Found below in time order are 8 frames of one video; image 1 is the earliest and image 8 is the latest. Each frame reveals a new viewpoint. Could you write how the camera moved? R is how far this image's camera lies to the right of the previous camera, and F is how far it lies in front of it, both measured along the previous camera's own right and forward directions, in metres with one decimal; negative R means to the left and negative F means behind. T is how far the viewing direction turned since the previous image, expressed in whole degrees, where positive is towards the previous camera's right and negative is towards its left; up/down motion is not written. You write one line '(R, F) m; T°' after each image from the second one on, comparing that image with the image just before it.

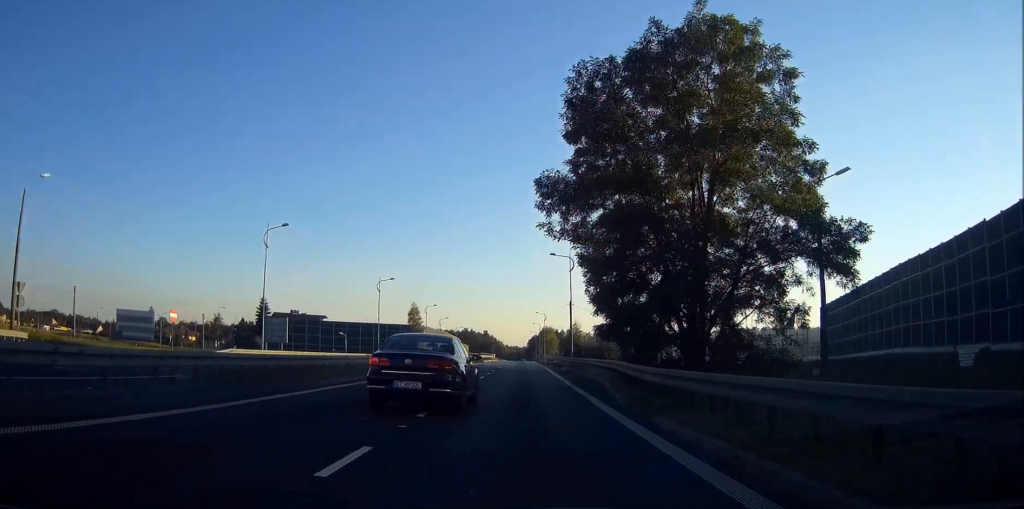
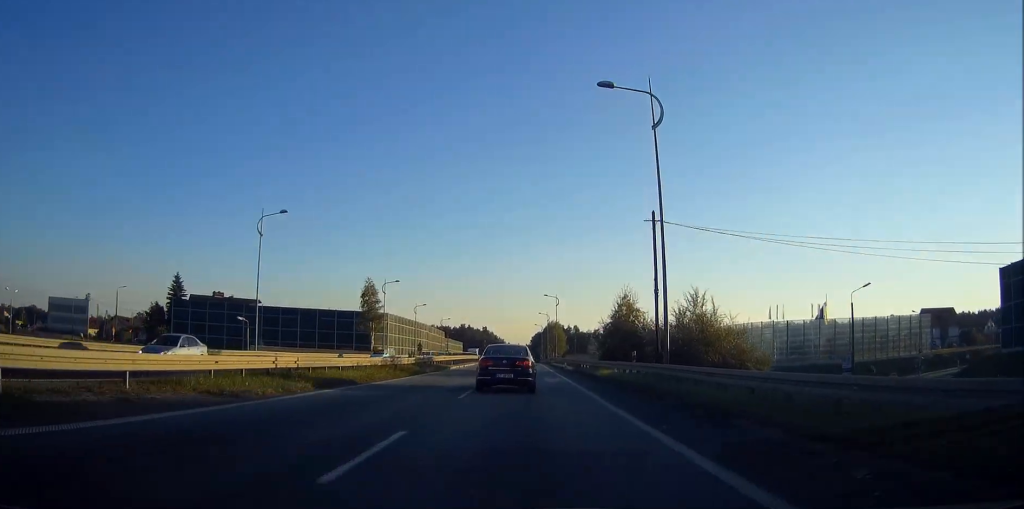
(0.0, +46.5) m; 0°
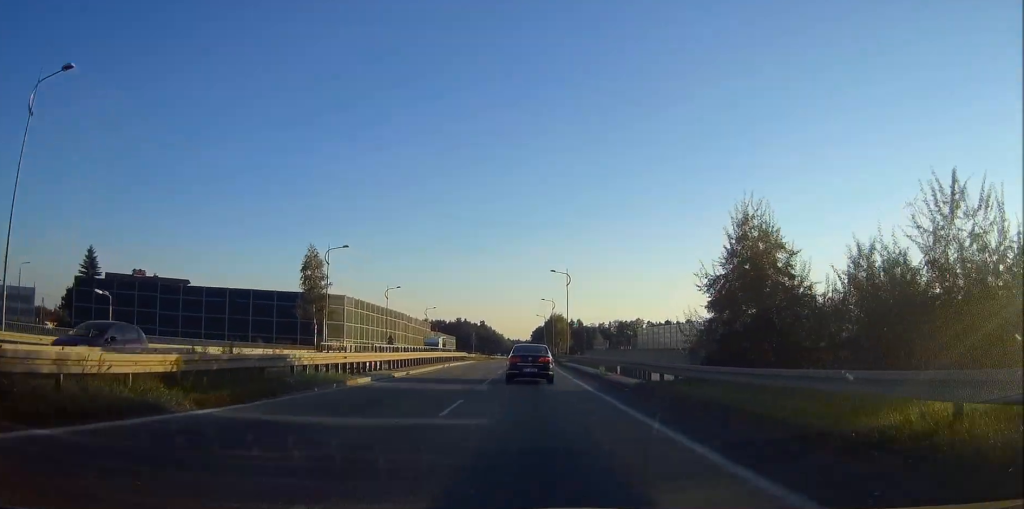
(+0.1, +29.4) m; 0°
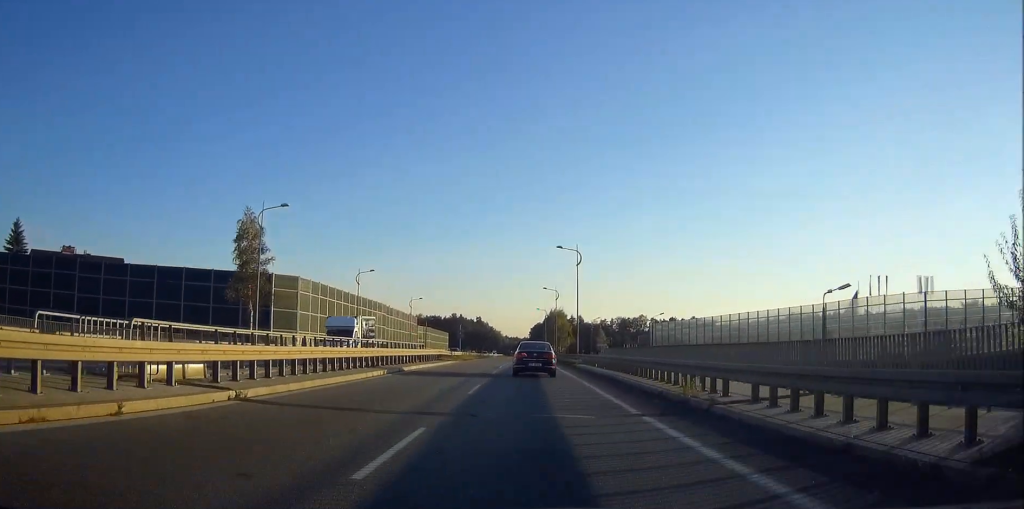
(+0.1, +18.6) m; 0°
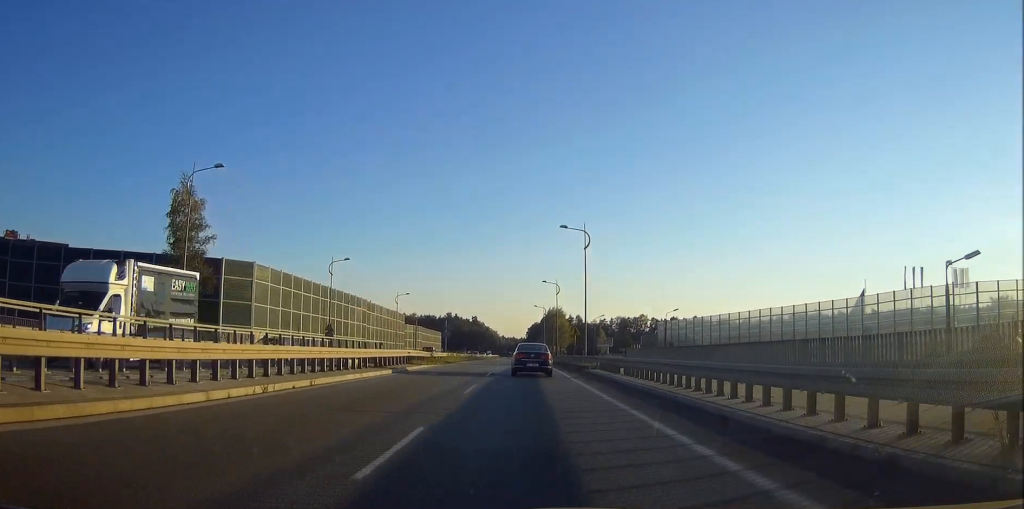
(0.0, +11.9) m; 0°
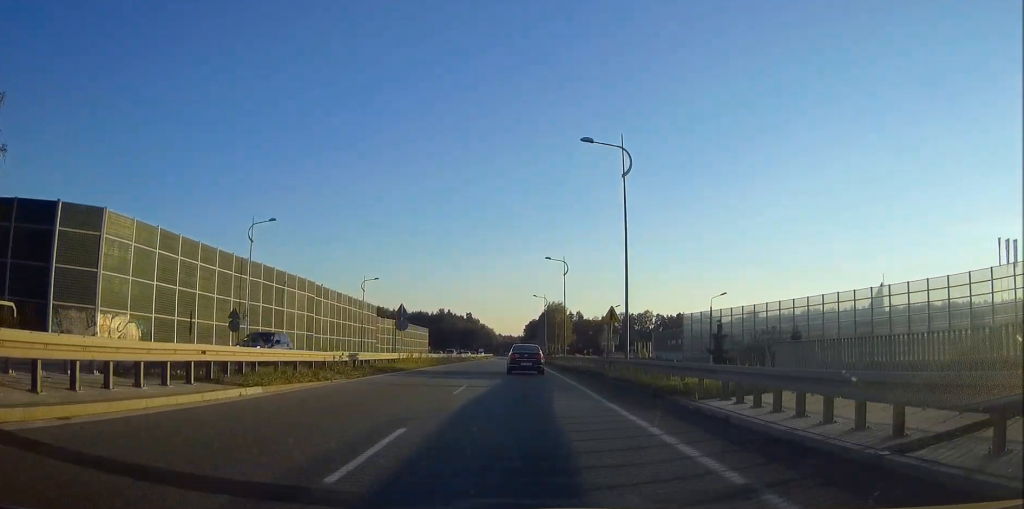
(0.0, +24.0) m; 0°
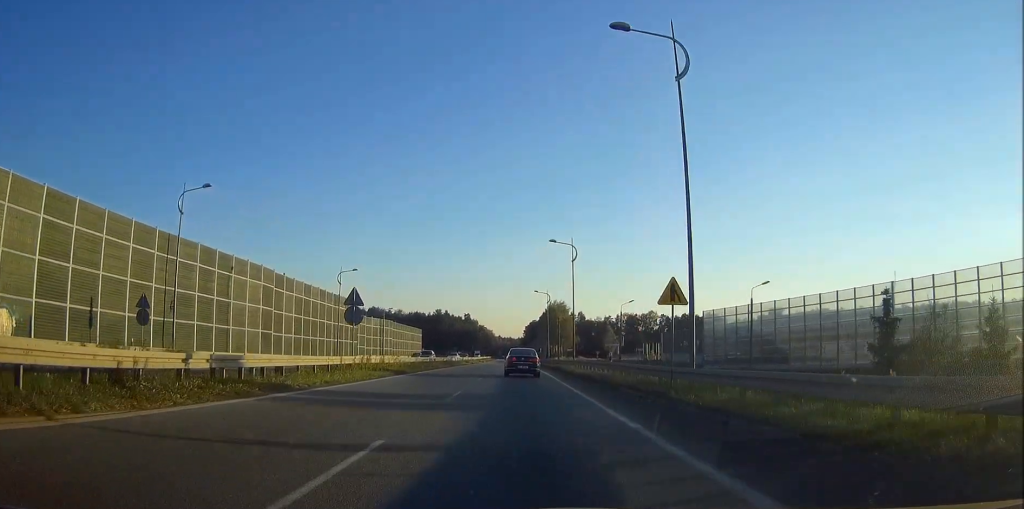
(0.0, +12.9) m; 0°
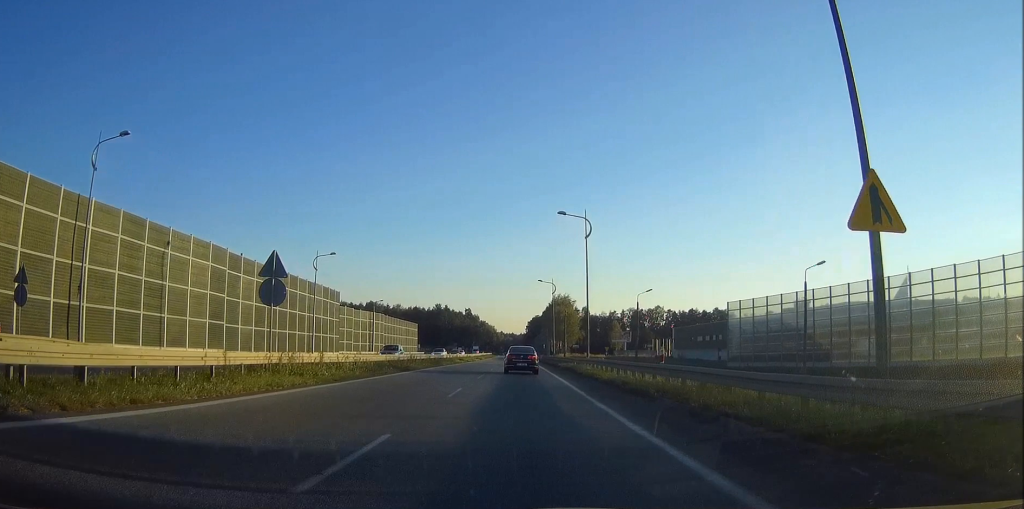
(0.0, +11.2) m; 0°
